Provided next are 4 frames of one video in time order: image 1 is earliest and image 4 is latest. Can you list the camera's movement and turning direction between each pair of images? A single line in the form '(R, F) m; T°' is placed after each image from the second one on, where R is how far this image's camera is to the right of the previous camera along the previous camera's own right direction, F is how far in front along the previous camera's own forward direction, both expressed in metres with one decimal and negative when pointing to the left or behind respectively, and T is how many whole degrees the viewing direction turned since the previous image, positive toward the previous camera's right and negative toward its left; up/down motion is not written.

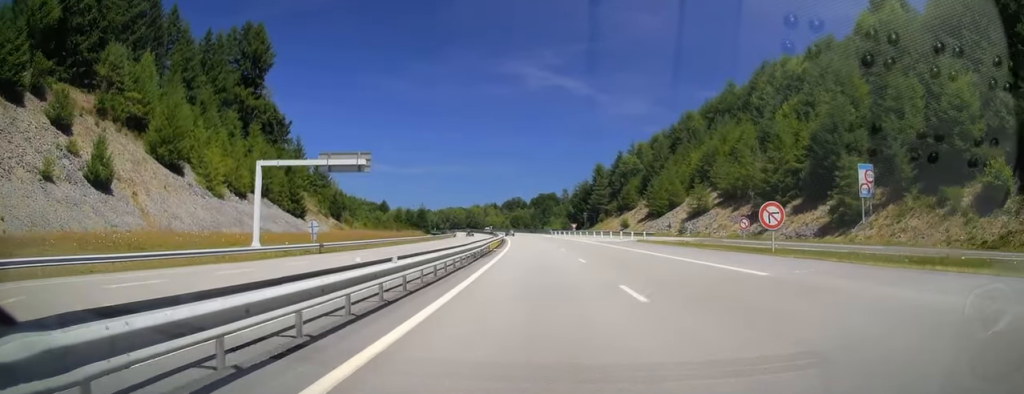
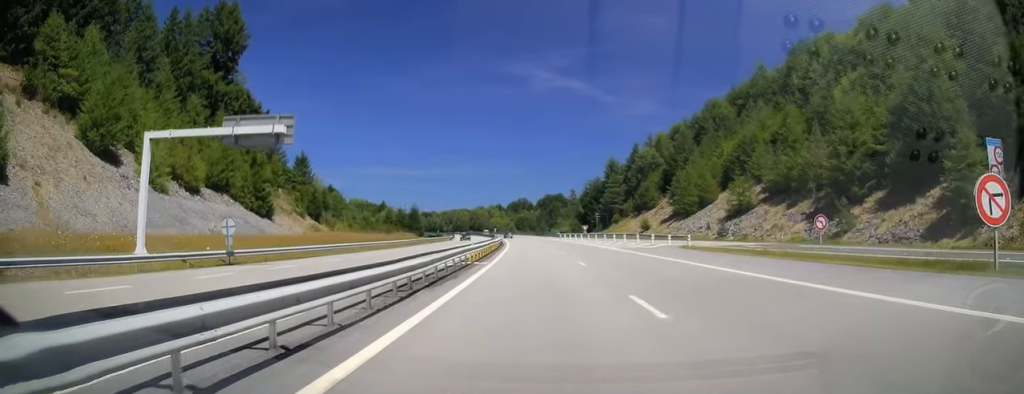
(-0.1, +14.8) m; -1°
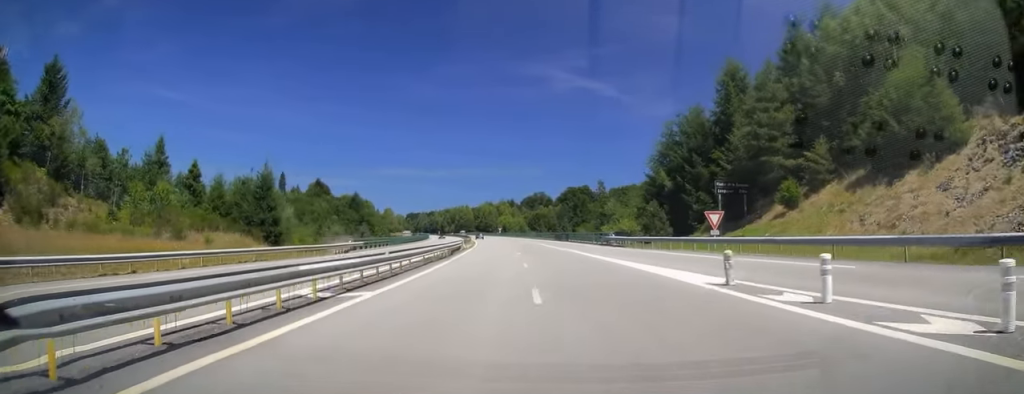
(-1.7, +75.5) m; -2°
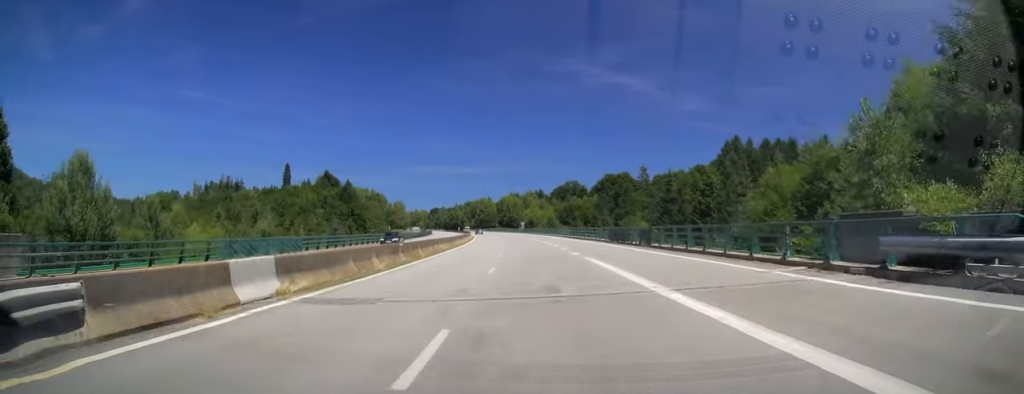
(-0.4, +44.8) m; -2°
